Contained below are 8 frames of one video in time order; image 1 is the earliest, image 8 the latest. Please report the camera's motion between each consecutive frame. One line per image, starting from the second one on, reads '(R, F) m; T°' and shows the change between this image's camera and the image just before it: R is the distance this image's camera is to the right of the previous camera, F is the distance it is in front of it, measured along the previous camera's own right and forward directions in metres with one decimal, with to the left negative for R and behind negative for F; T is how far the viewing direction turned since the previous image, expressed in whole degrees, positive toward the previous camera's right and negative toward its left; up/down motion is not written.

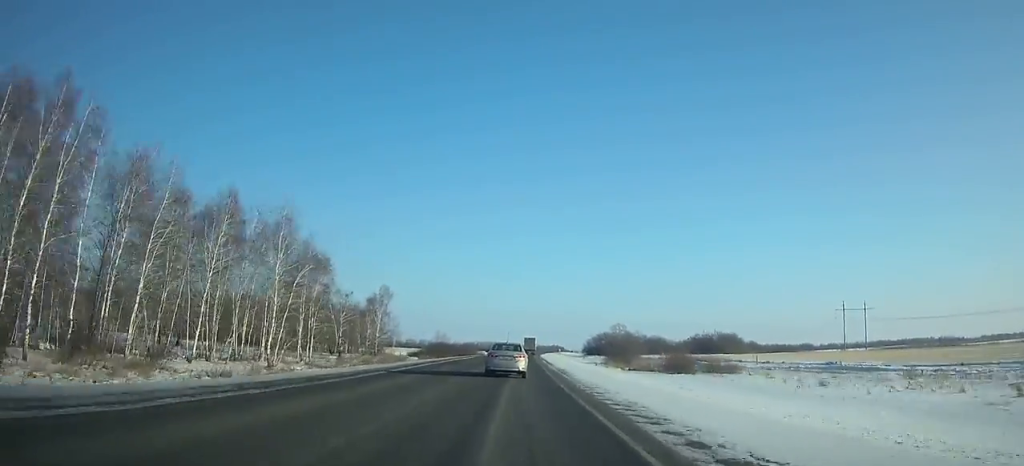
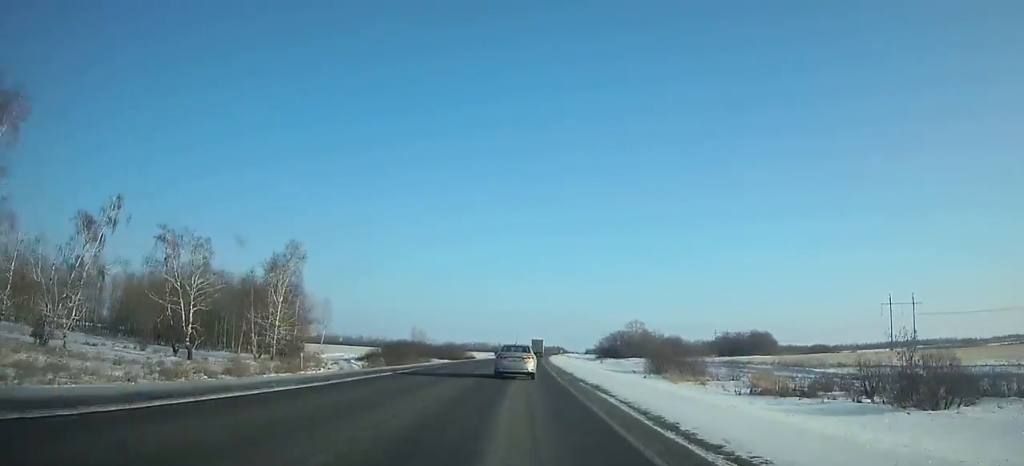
(+0.3, +44.0) m; +1°
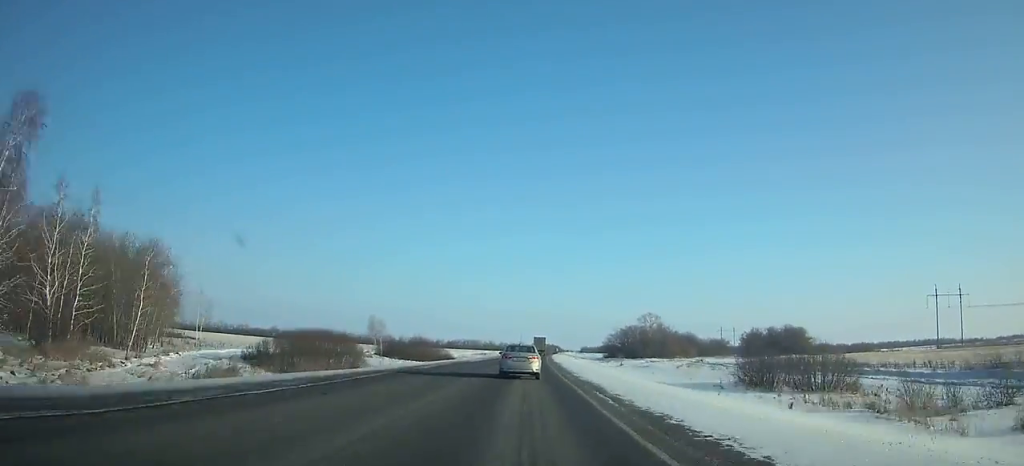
(0.0, +38.9) m; +1°
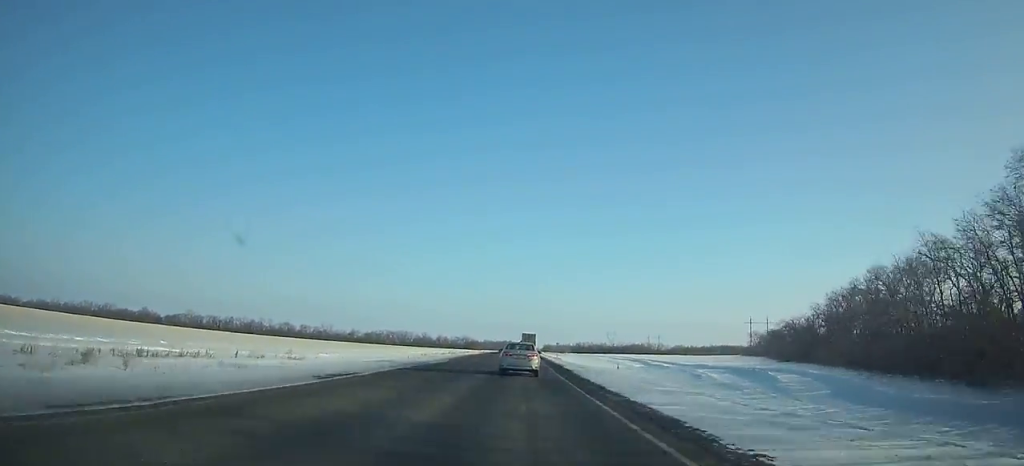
(+5.9, +177.2) m; +3°
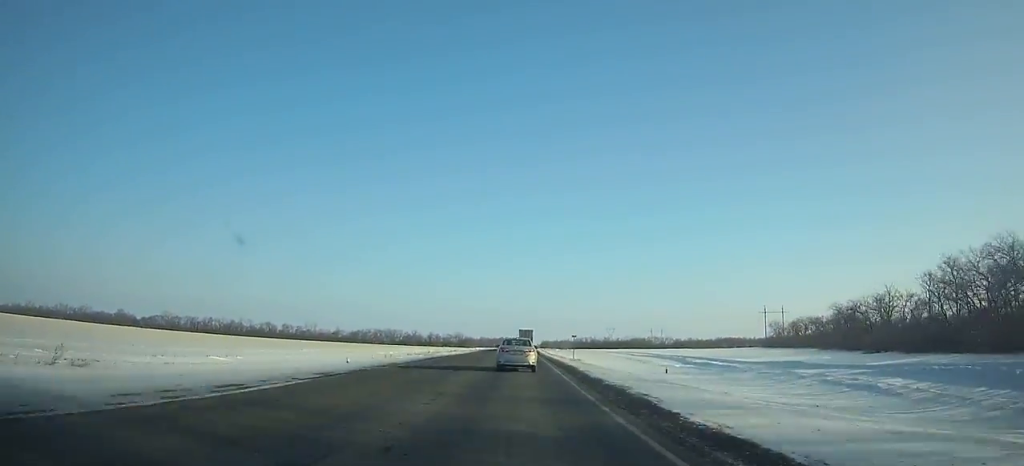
(+0.1, +30.3) m; 0°
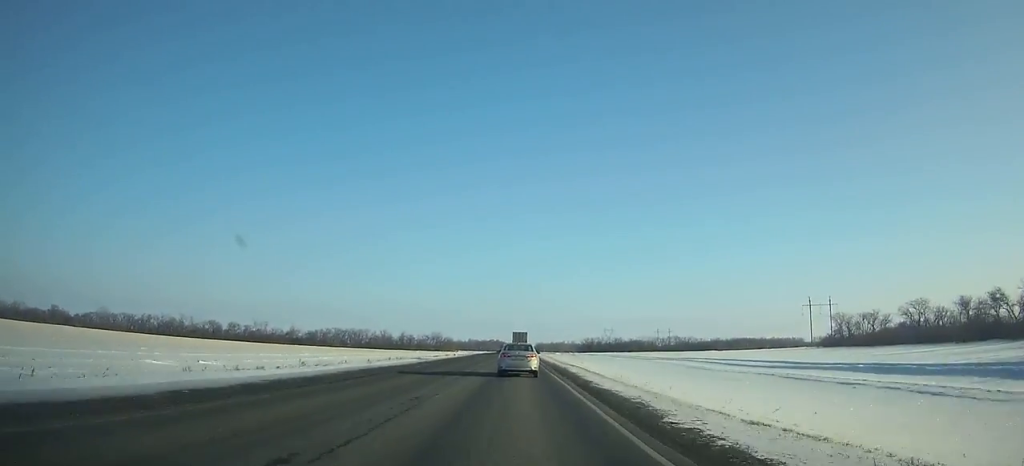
(+0.4, +74.0) m; 0°
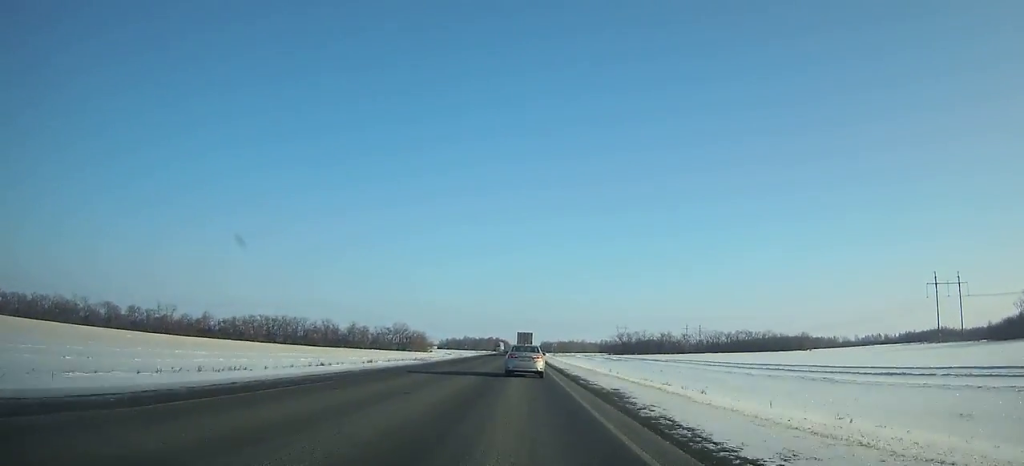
(+0.2, +105.4) m; 0°
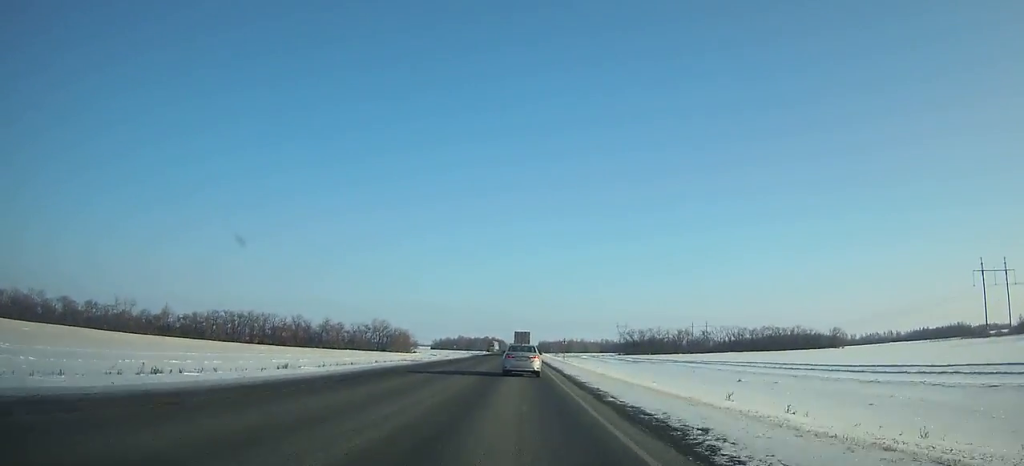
(0.0, +29.6) m; 0°
